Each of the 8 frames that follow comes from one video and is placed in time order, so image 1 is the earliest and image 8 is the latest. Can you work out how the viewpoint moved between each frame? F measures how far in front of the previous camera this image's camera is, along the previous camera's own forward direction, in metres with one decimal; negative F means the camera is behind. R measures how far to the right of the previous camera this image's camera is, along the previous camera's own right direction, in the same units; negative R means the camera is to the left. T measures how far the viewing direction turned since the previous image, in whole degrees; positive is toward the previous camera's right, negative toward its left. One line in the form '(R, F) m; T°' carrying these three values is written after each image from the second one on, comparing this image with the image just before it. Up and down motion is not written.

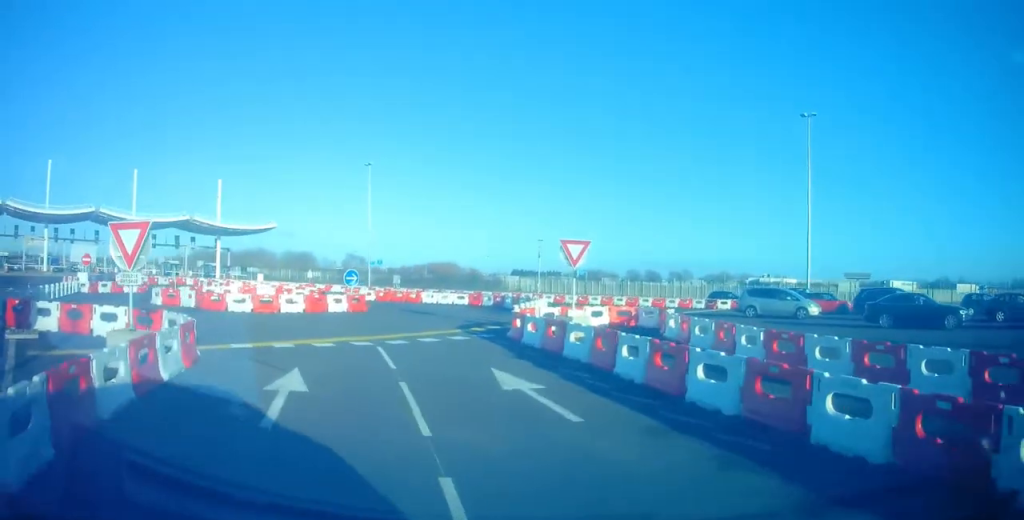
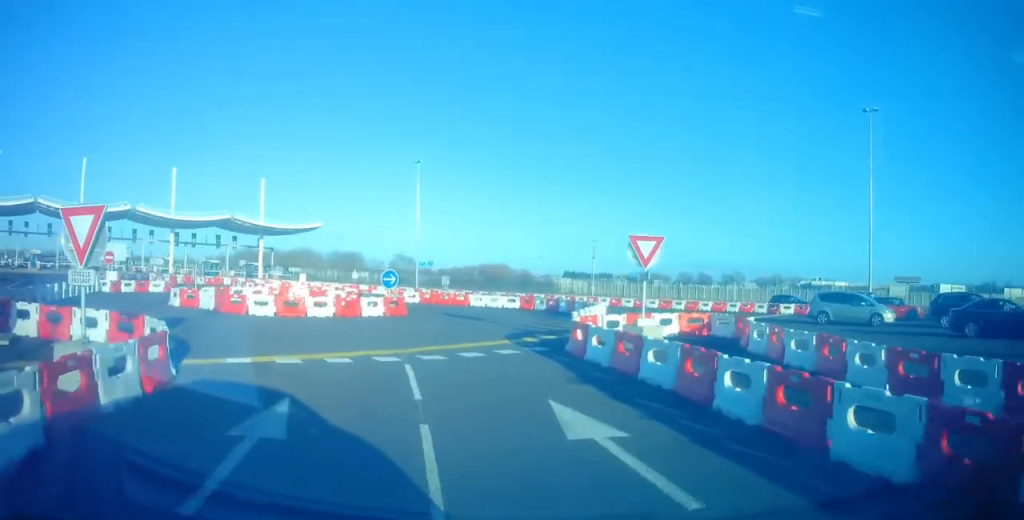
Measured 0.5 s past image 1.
(0.0, +2.5) m; -3°
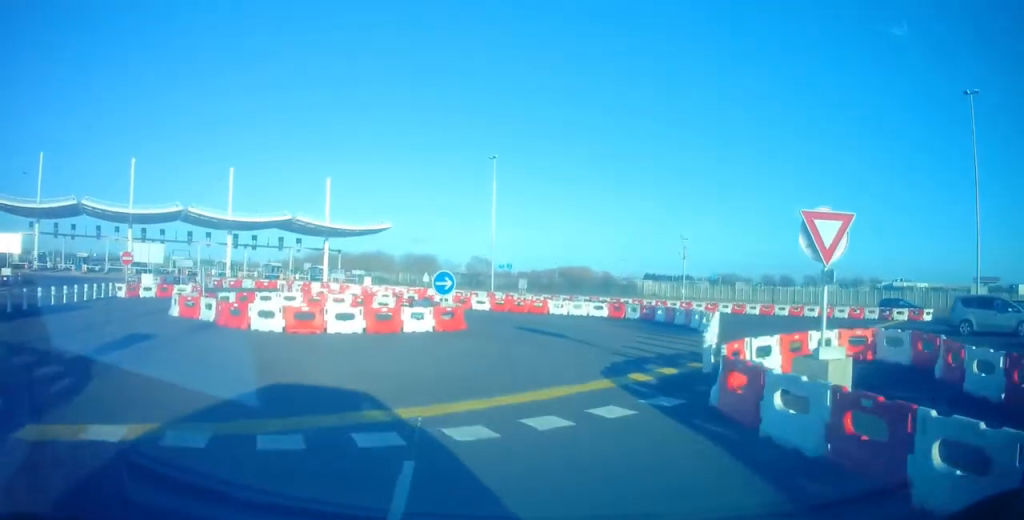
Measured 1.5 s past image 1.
(-0.2, +5.3) m; -7°
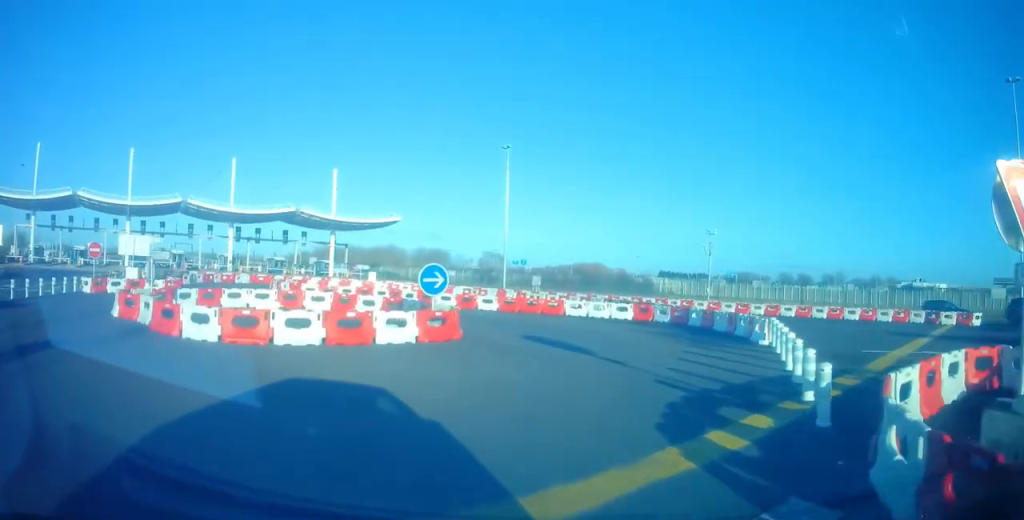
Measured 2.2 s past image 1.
(-0.2, +4.0) m; -5°
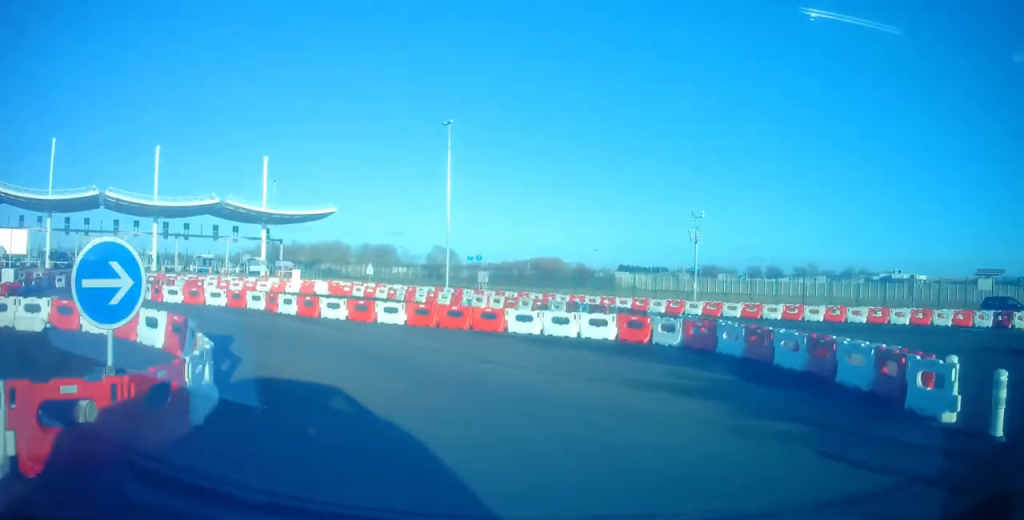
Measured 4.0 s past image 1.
(+0.4, +10.2) m; +6°
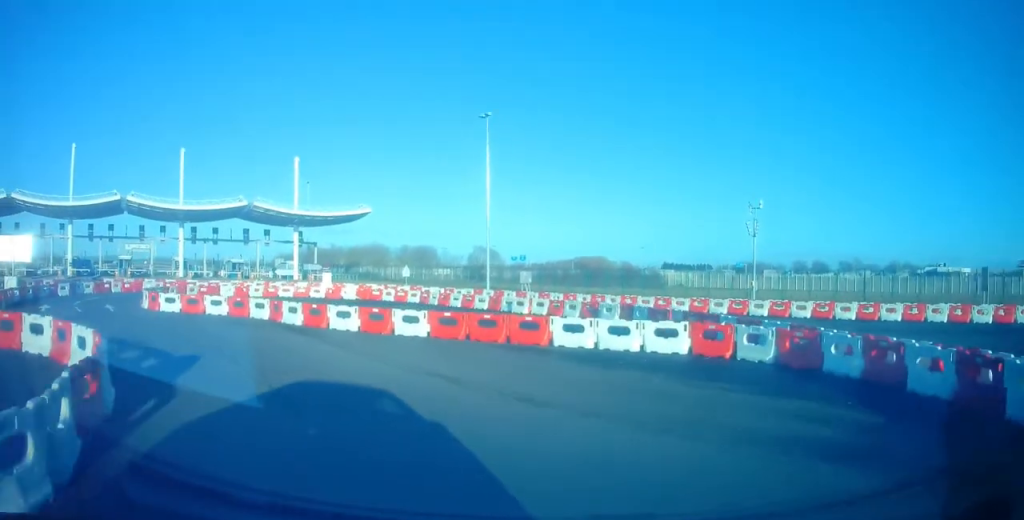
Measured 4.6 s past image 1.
(-0.1, +3.5) m; -6°
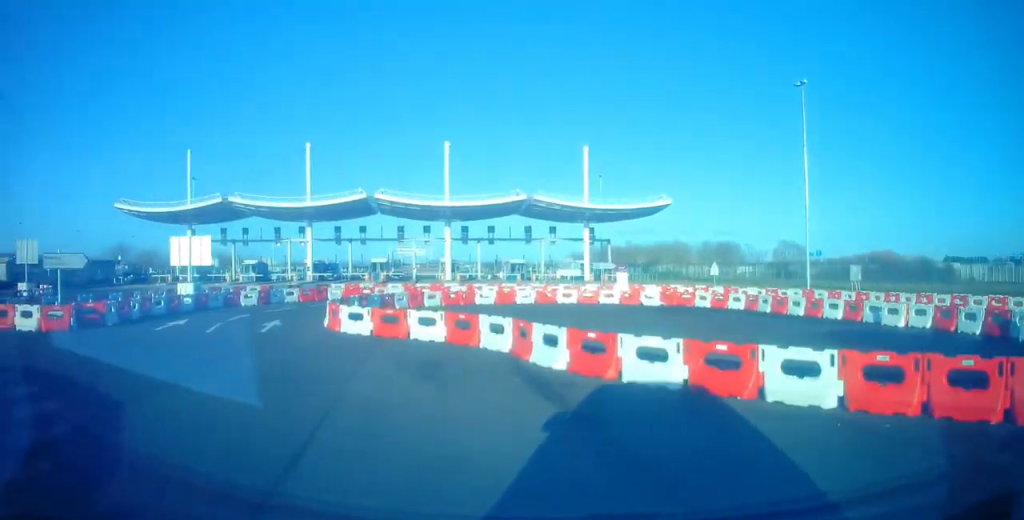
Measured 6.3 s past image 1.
(-2.0, +8.9) m; -29°
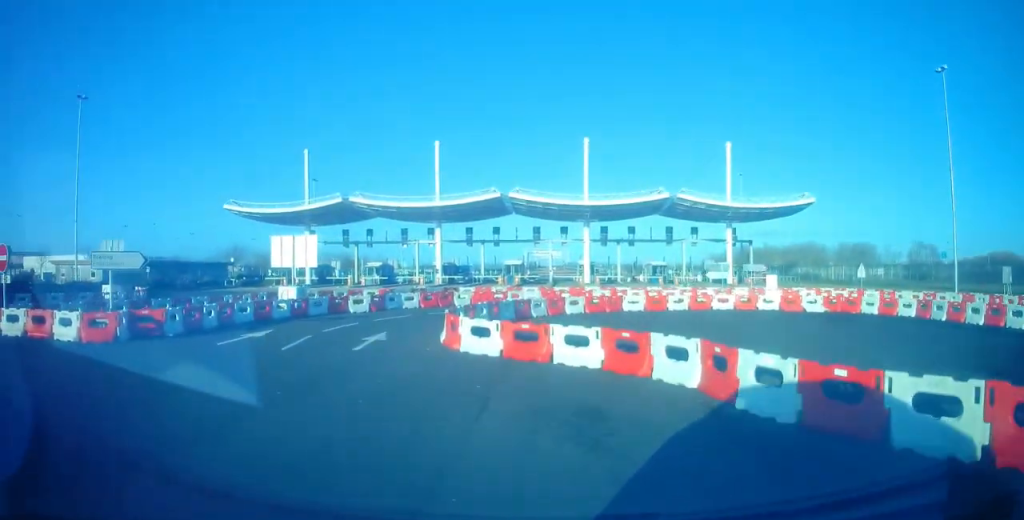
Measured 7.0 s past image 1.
(-0.2, +3.6) m; -13°
